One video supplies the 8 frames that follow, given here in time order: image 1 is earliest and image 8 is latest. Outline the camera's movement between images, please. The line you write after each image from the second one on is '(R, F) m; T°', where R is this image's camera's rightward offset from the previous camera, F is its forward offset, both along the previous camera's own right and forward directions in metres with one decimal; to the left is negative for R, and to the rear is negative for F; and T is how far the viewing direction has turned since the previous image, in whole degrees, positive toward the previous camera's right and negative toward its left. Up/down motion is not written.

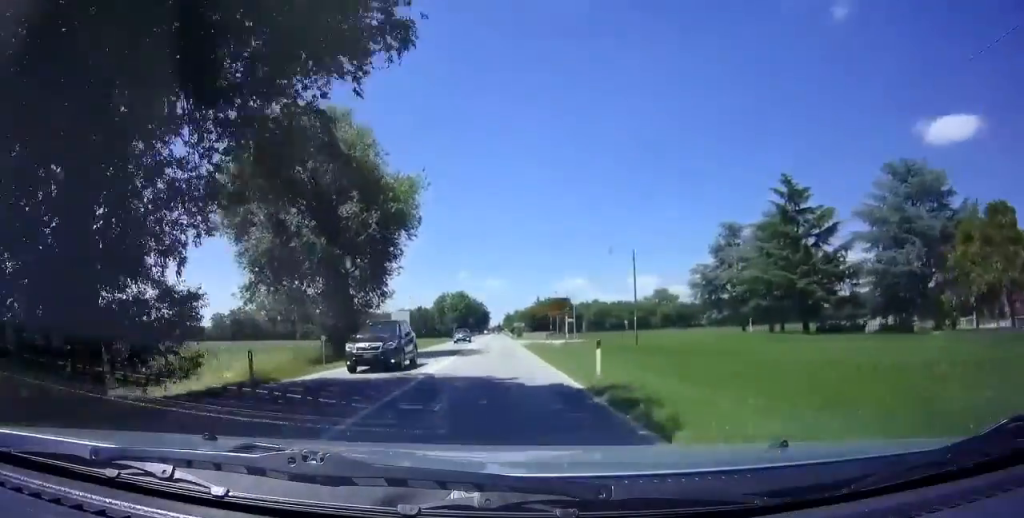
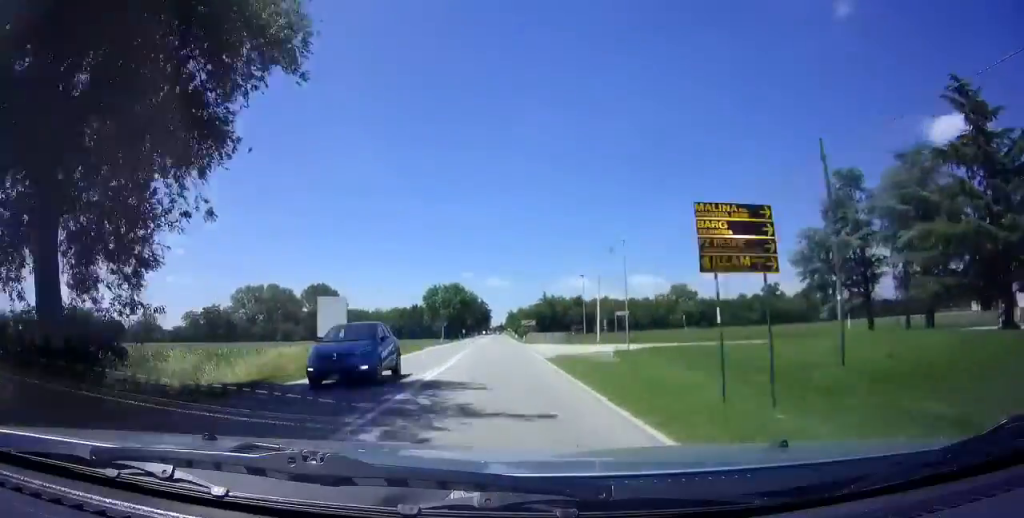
(0.0, +22.0) m; 0°
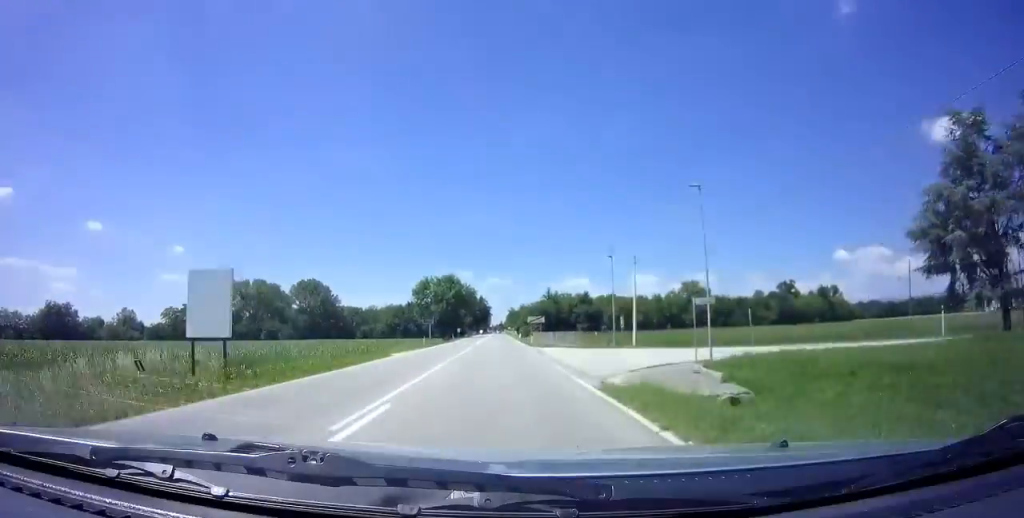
(0.0, +14.3) m; 0°
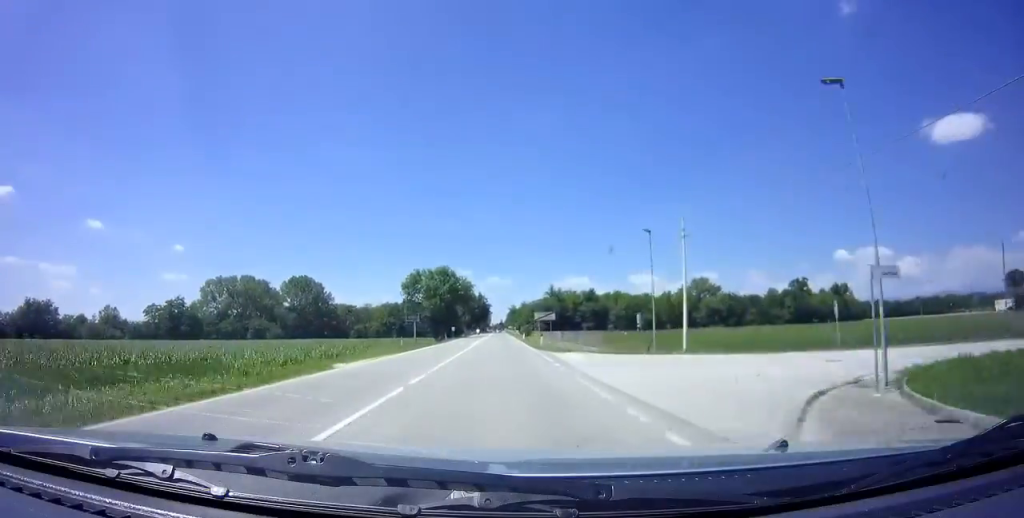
(0.0, +10.3) m; 0°
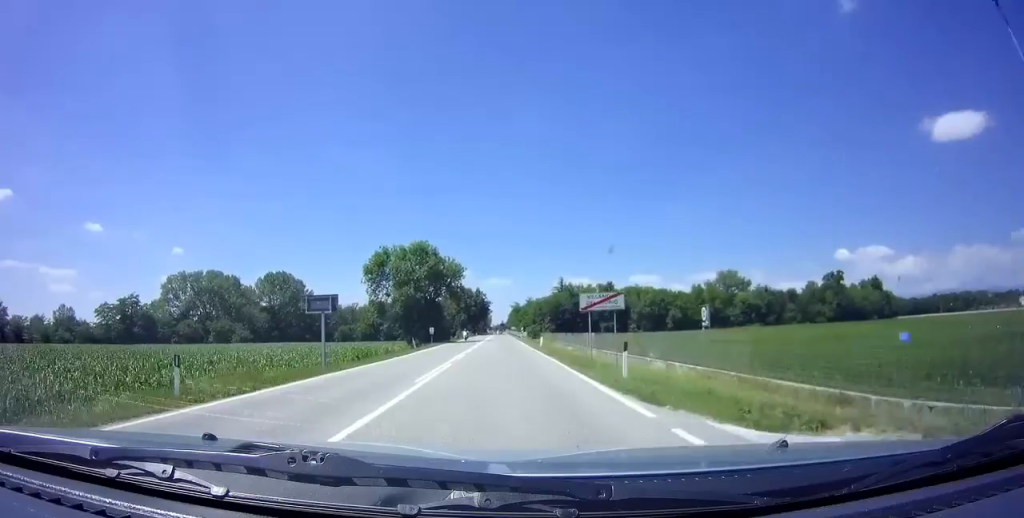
(-0.1, +24.7) m; 0°
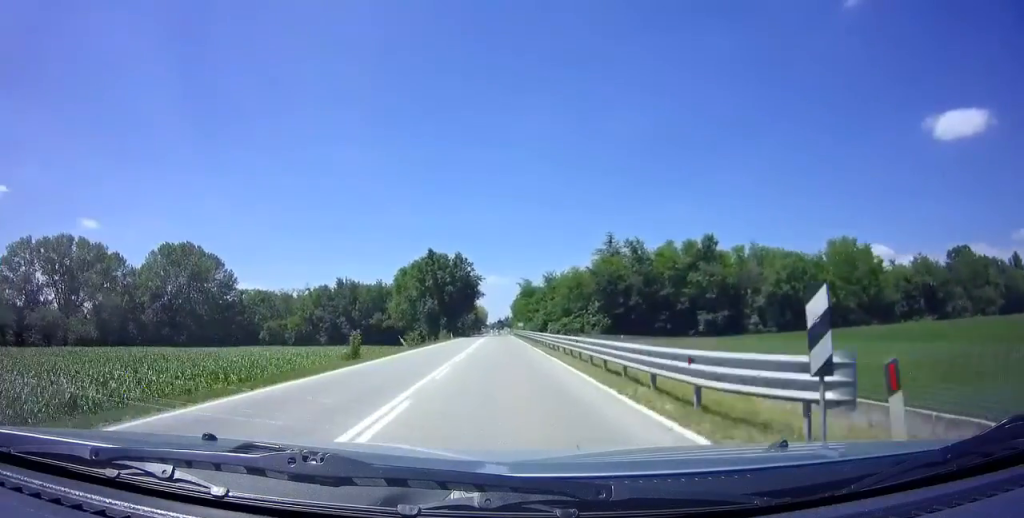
(+0.6, +65.4) m; +1°
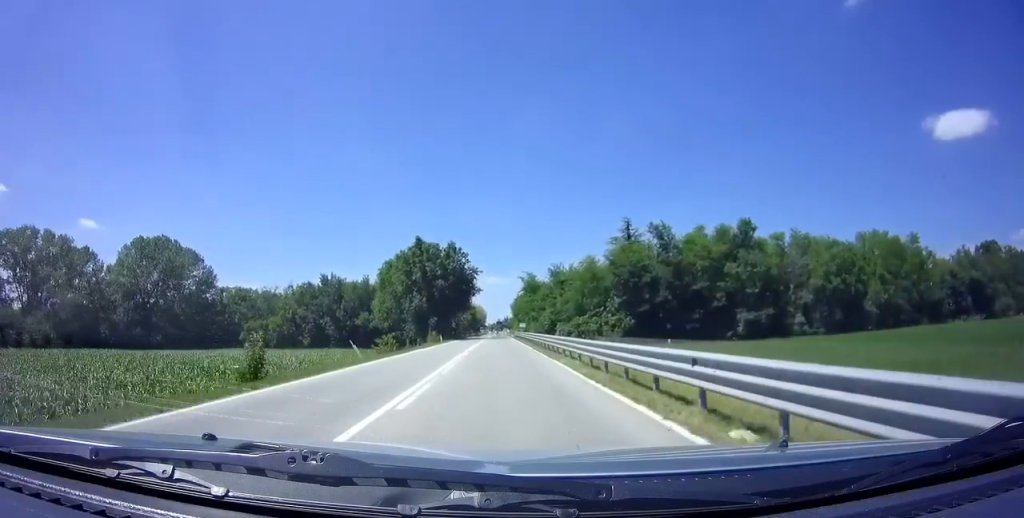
(+0.1, +11.1) m; 0°
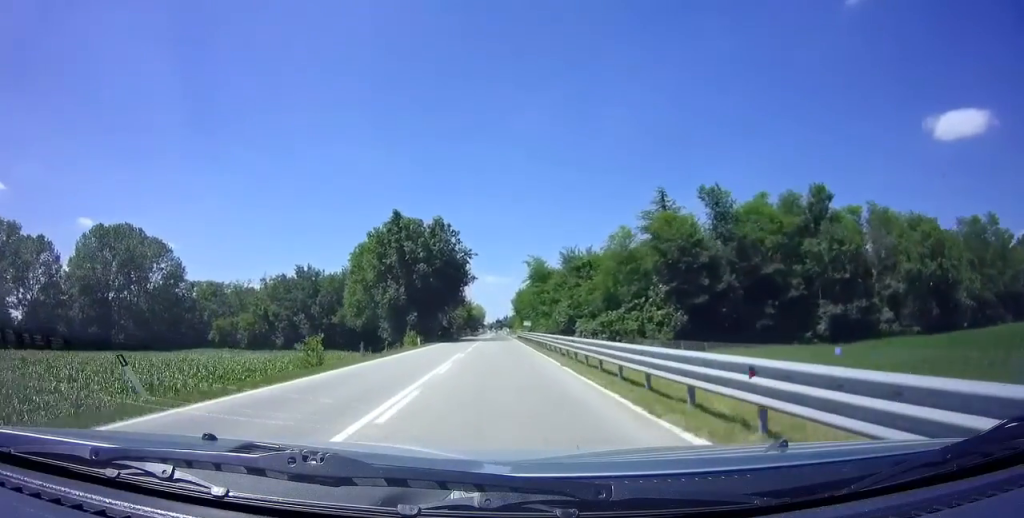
(-0.3, +14.9) m; 0°
